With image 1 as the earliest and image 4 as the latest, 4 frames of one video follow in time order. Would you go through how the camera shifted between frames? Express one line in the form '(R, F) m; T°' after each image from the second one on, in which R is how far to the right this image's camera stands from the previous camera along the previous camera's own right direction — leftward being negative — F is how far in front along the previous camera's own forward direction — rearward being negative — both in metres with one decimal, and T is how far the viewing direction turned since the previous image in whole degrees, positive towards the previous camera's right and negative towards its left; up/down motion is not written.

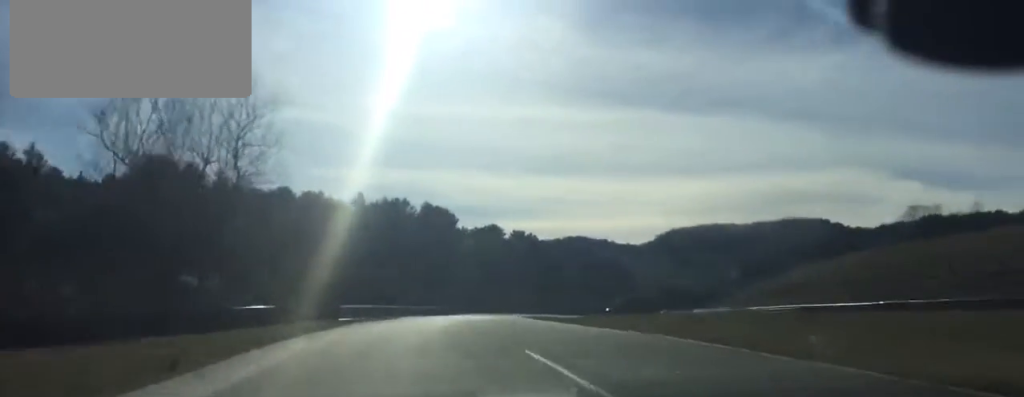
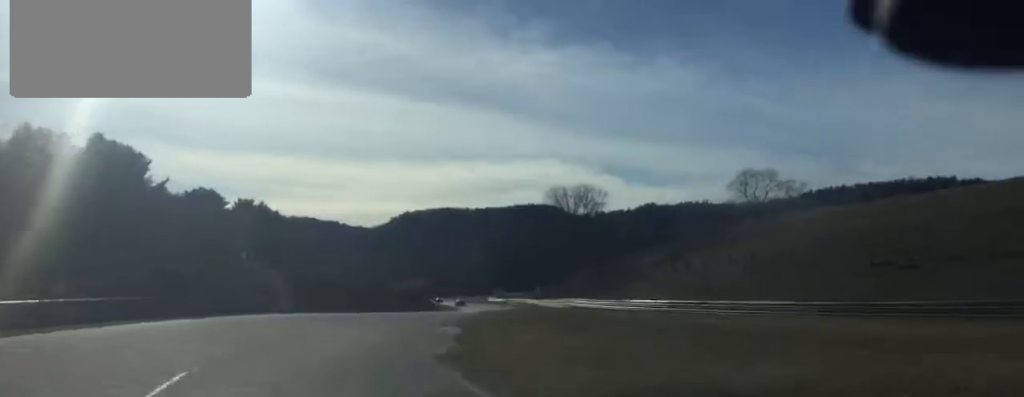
(+10.1, +66.3) m; +18°
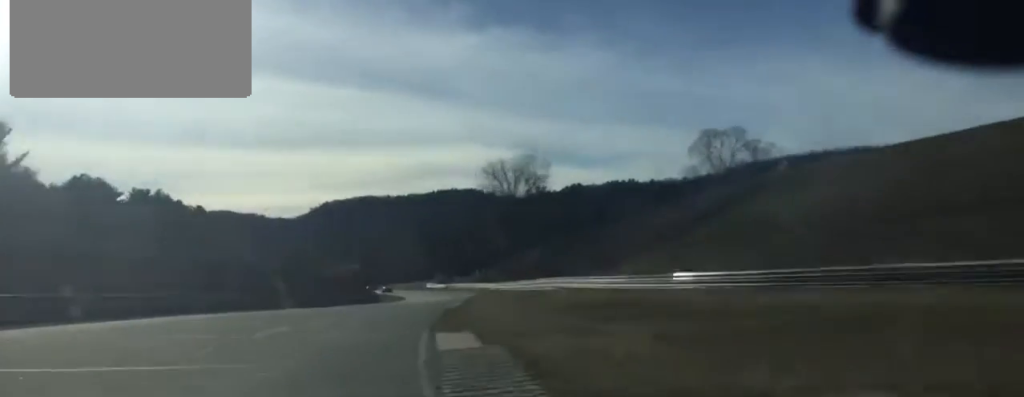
(+1.4, +22.0) m; +4°
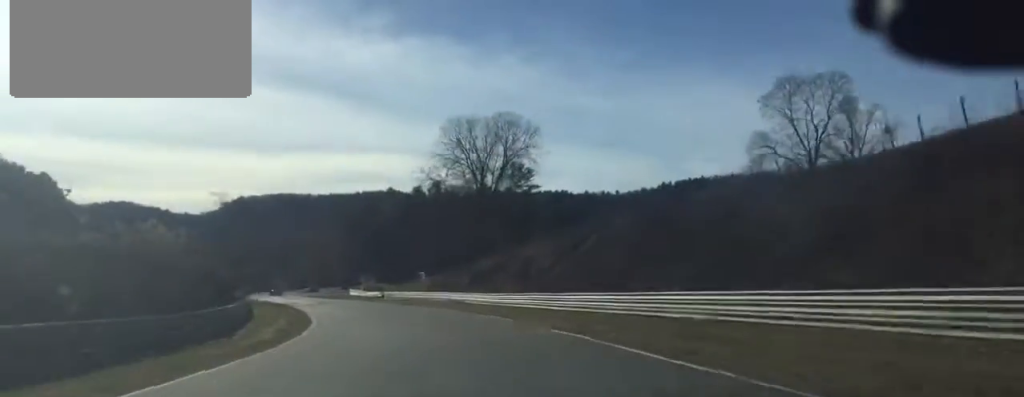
(+3.3, +67.8) m; +3°
